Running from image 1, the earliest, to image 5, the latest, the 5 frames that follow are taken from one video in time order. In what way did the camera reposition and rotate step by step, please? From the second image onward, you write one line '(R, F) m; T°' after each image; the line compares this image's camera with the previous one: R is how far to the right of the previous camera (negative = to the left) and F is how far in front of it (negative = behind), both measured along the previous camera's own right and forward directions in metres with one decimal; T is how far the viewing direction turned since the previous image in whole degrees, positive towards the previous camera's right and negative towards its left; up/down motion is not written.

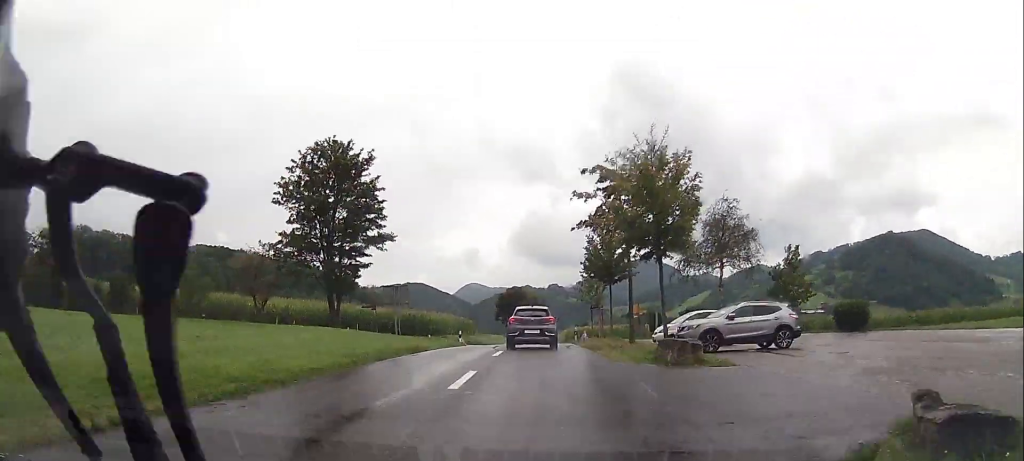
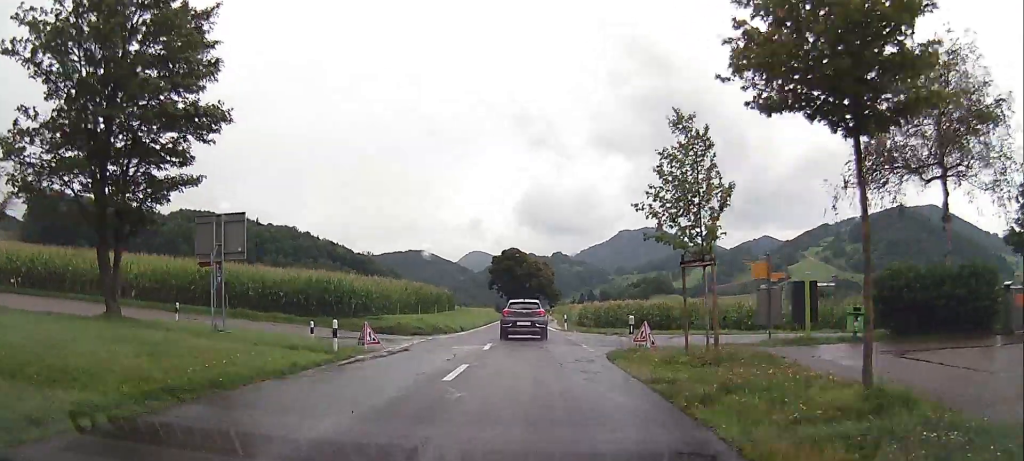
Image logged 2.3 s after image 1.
(-0.3, +25.4) m; -3°
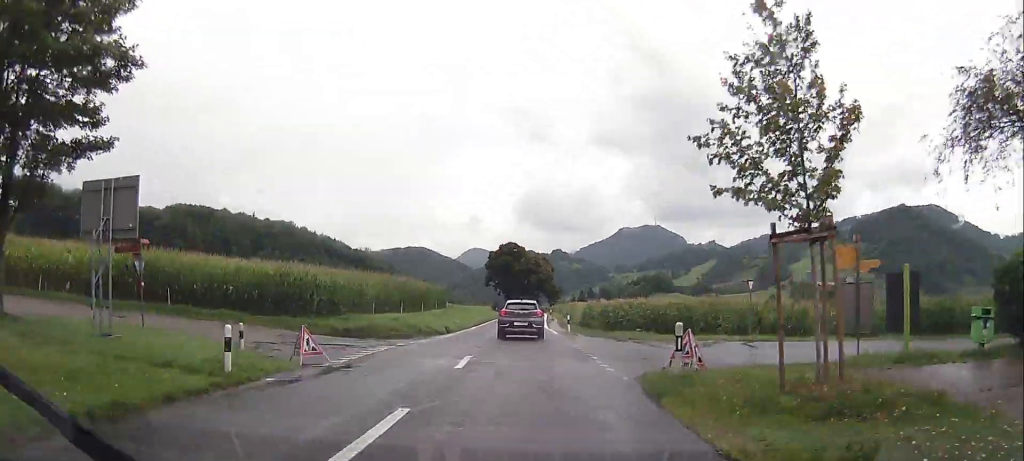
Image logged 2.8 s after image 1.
(0.0, +5.7) m; 0°
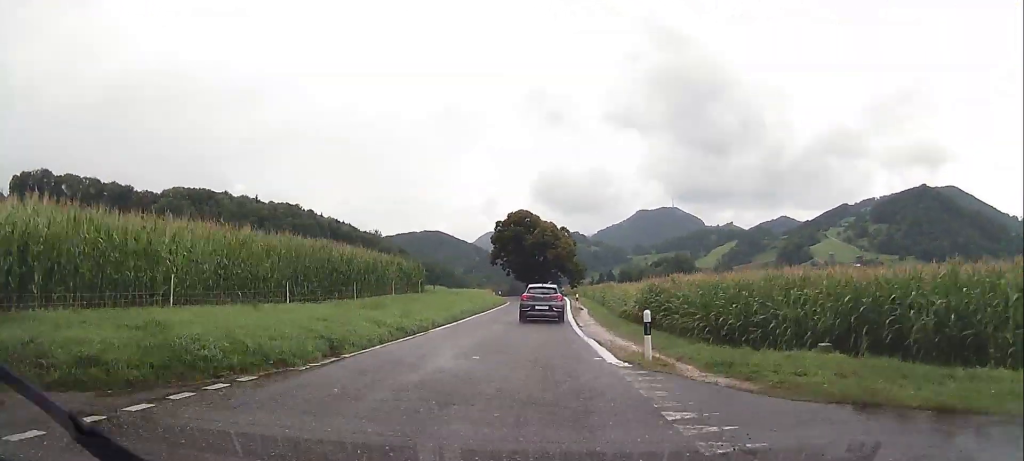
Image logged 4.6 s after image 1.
(+0.3, +20.7) m; +2°
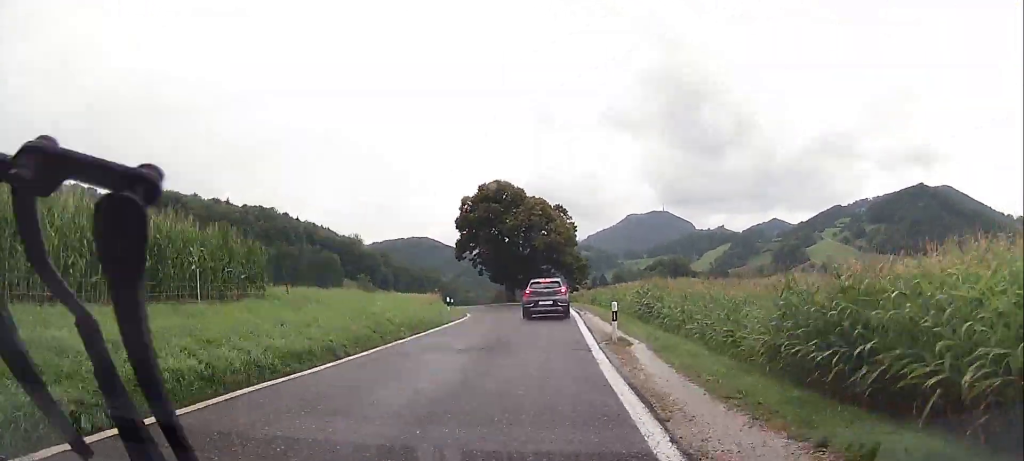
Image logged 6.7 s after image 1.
(+0.1, +26.2) m; 0°
